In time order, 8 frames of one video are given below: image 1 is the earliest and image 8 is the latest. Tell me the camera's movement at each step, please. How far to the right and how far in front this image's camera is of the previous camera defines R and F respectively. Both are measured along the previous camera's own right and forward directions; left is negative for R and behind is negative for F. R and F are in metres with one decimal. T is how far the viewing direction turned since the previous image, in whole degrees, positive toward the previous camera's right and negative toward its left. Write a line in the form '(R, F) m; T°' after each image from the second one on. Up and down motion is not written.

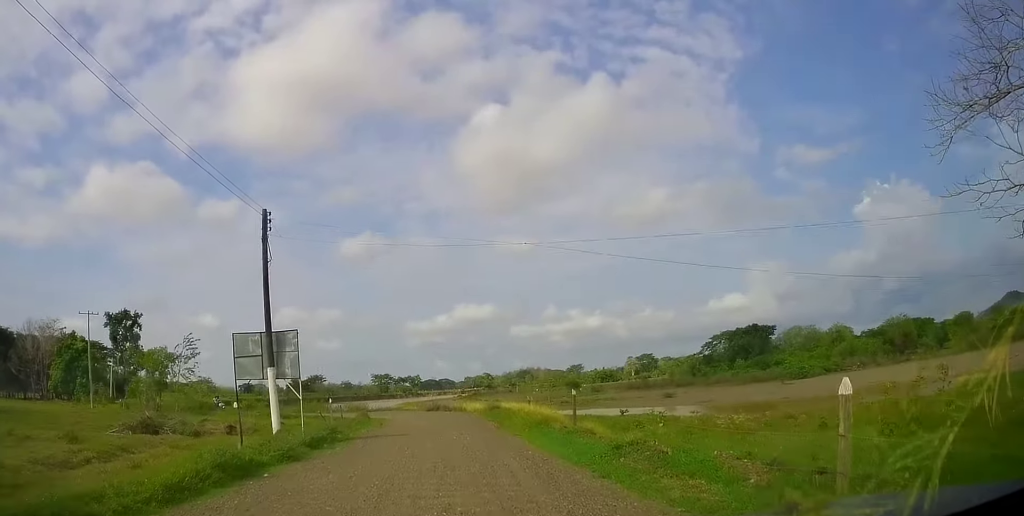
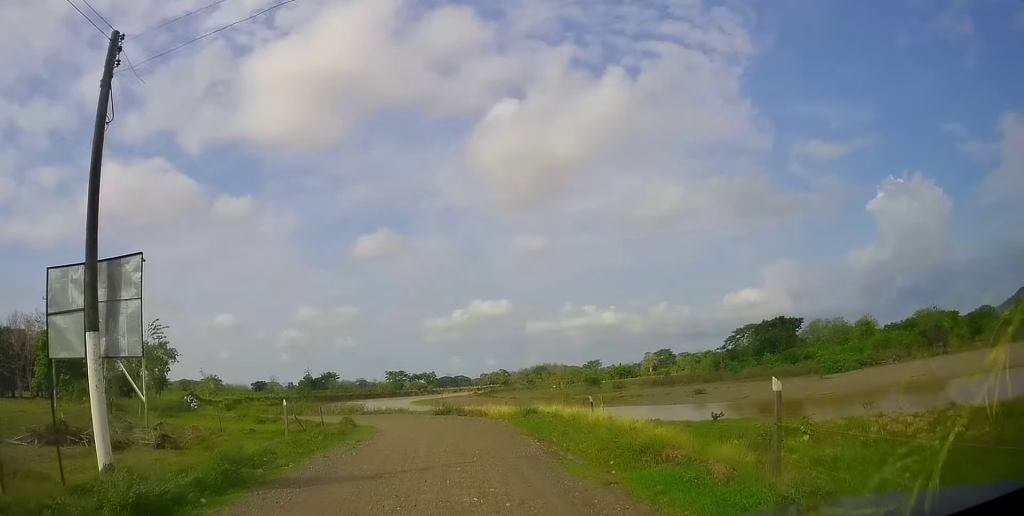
(0.0, +9.2) m; -7°
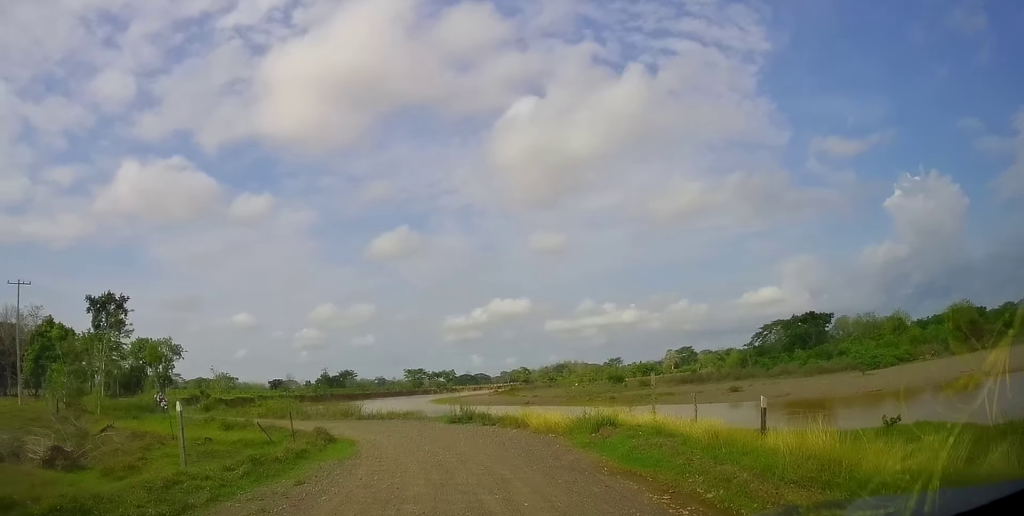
(-0.9, +7.9) m; -6°
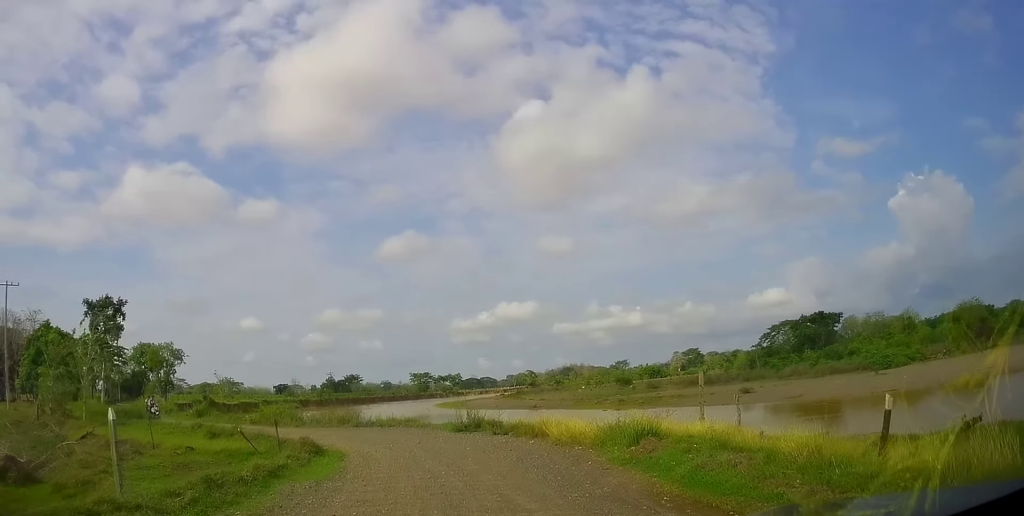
(+0.2, +2.3) m; +2°
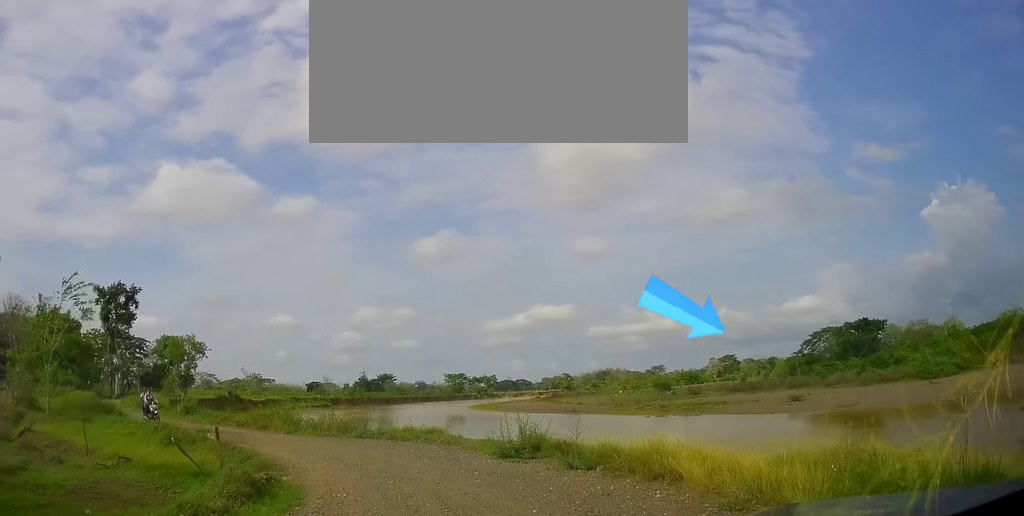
(+0.2, +6.9) m; -2°
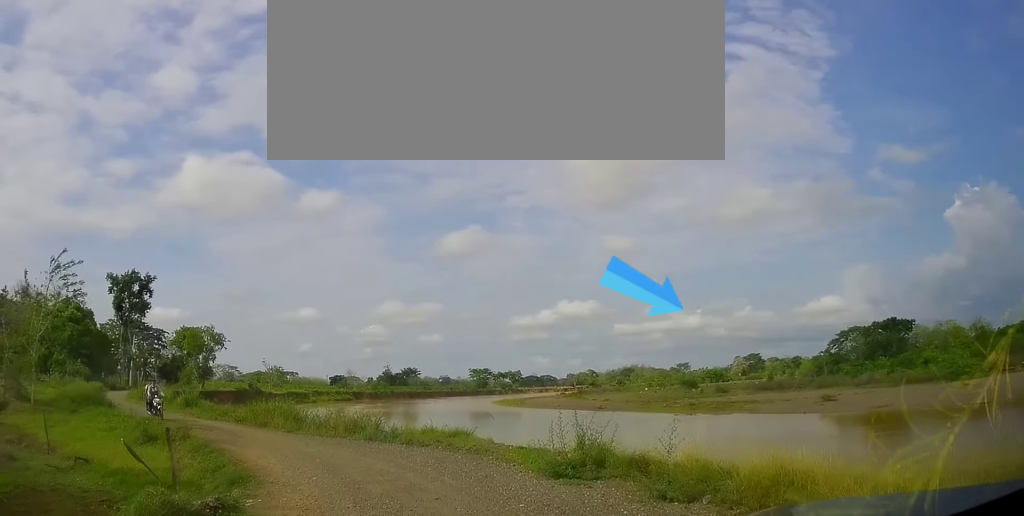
(-0.2, +3.4) m; -1°
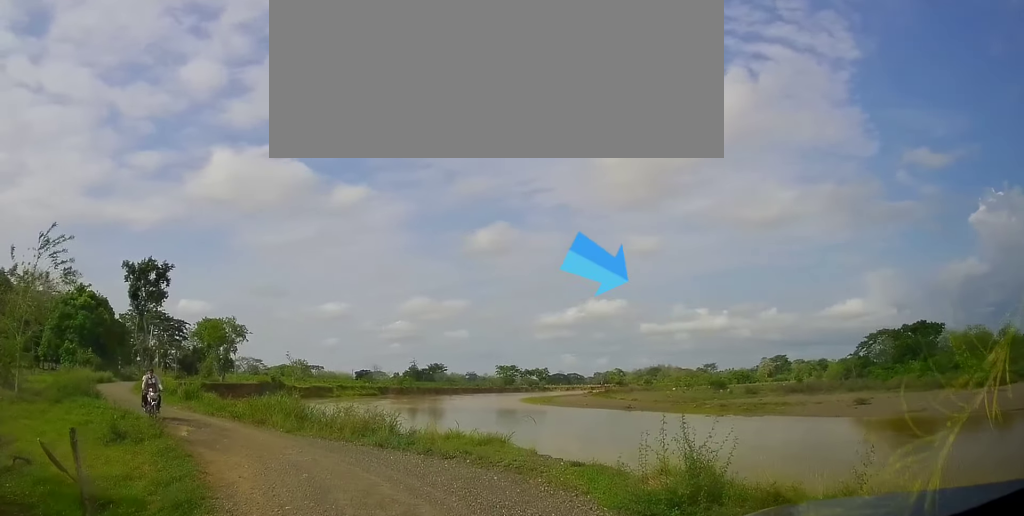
(0.0, +3.5) m; -1°
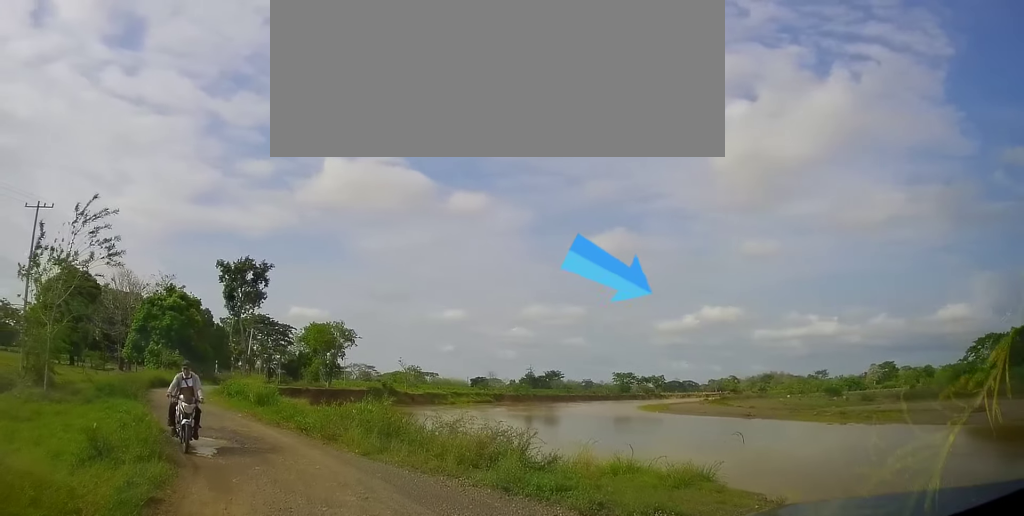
(-0.3, +5.5) m; -14°
